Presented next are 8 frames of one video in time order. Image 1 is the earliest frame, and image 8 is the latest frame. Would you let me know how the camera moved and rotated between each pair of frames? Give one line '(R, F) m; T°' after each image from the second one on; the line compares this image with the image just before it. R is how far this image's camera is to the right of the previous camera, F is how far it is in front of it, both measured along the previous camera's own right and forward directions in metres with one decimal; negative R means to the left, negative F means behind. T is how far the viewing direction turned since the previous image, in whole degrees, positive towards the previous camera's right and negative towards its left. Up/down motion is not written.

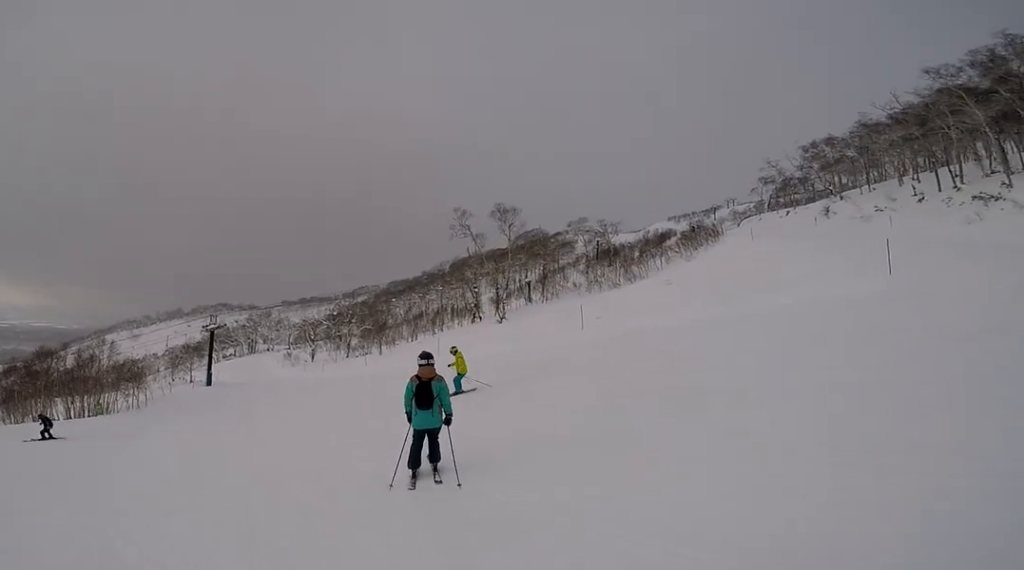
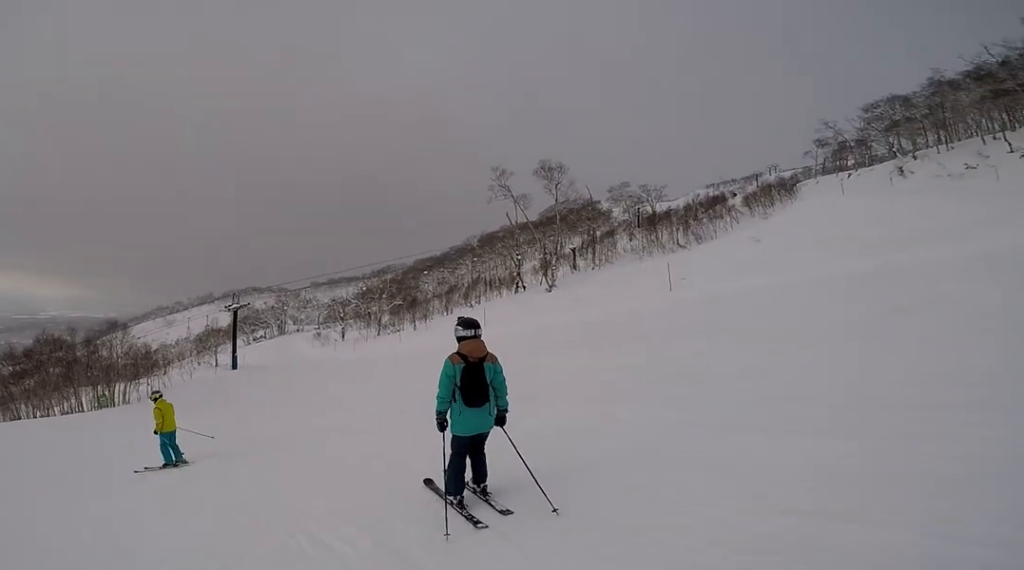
(-1.1, +5.1) m; -1°
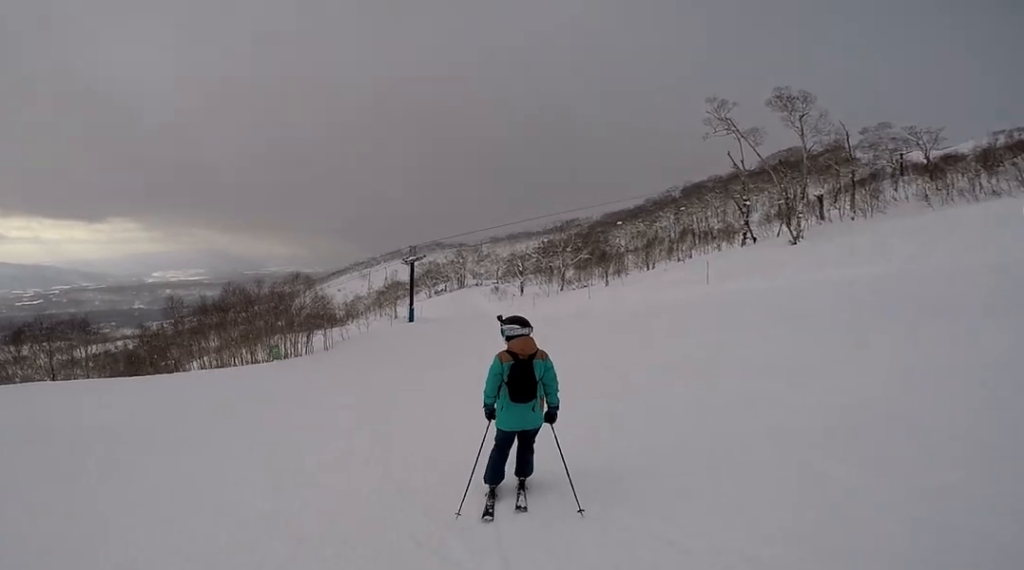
(+1.7, +5.1) m; +5°
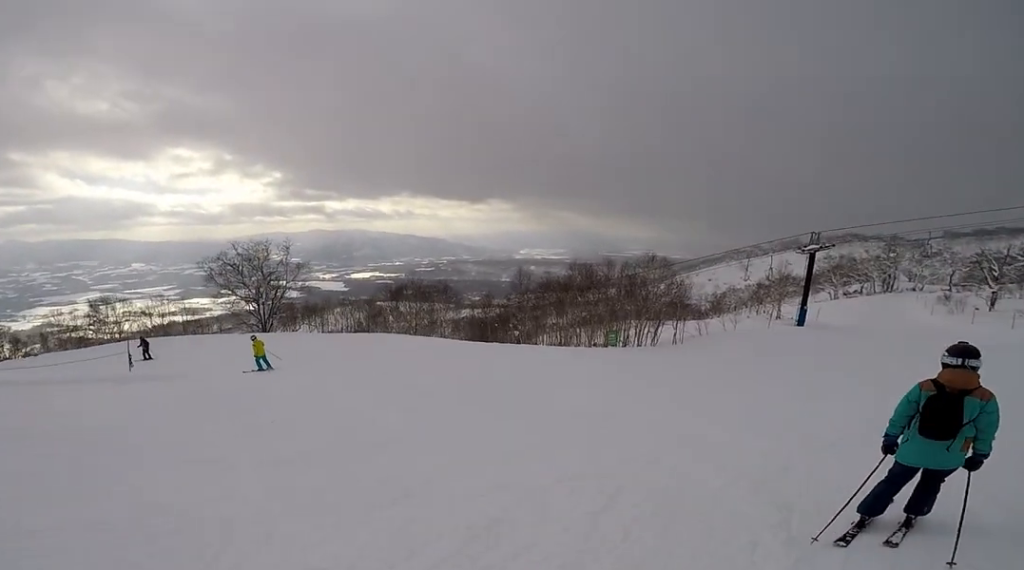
(-1.1, +2.7) m; -12°
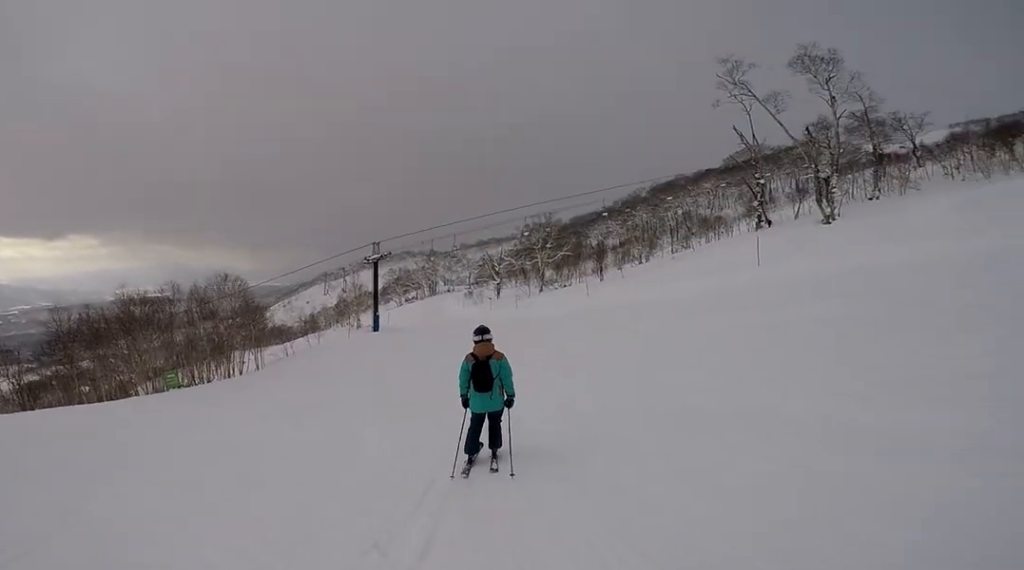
(-0.7, +7.0) m; +5°
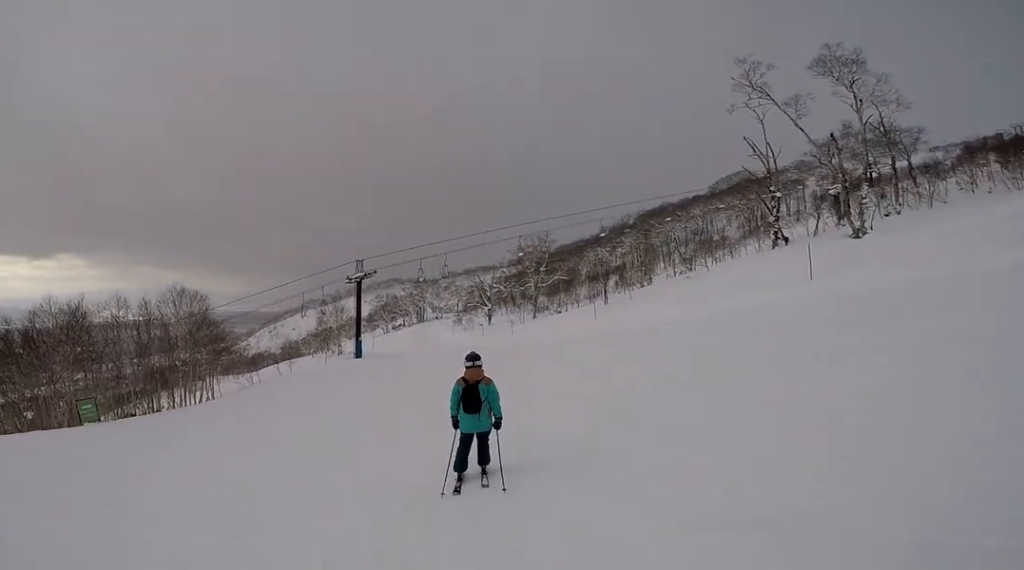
(+0.7, +4.7) m; -2°
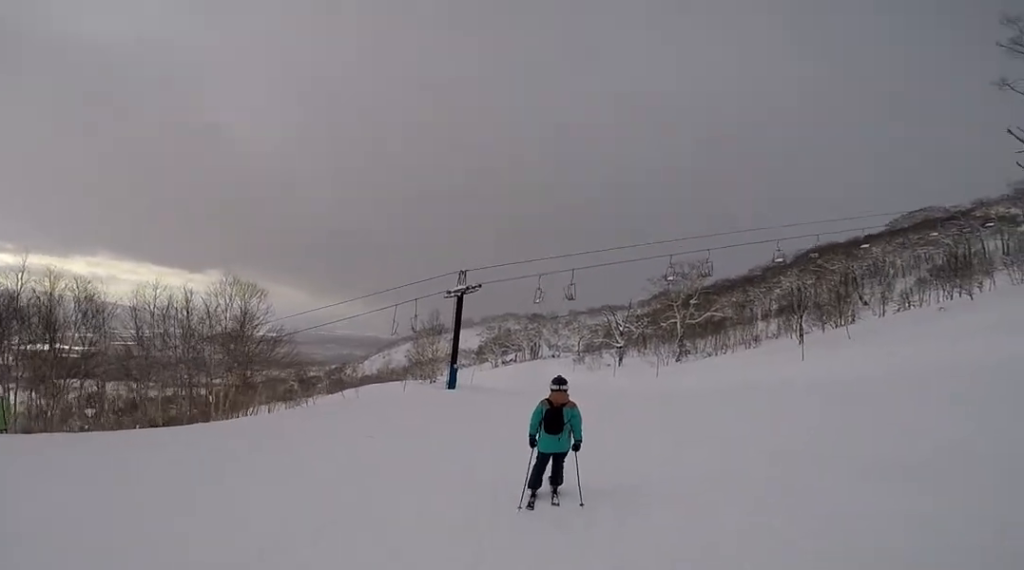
(-1.4, +8.1) m; -8°
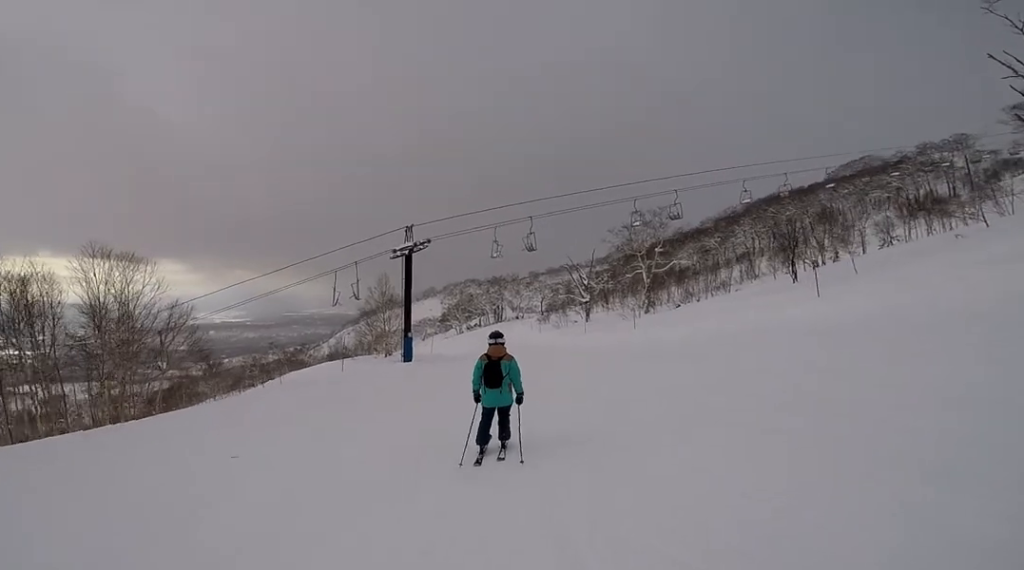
(0.0, +4.7) m; +10°
